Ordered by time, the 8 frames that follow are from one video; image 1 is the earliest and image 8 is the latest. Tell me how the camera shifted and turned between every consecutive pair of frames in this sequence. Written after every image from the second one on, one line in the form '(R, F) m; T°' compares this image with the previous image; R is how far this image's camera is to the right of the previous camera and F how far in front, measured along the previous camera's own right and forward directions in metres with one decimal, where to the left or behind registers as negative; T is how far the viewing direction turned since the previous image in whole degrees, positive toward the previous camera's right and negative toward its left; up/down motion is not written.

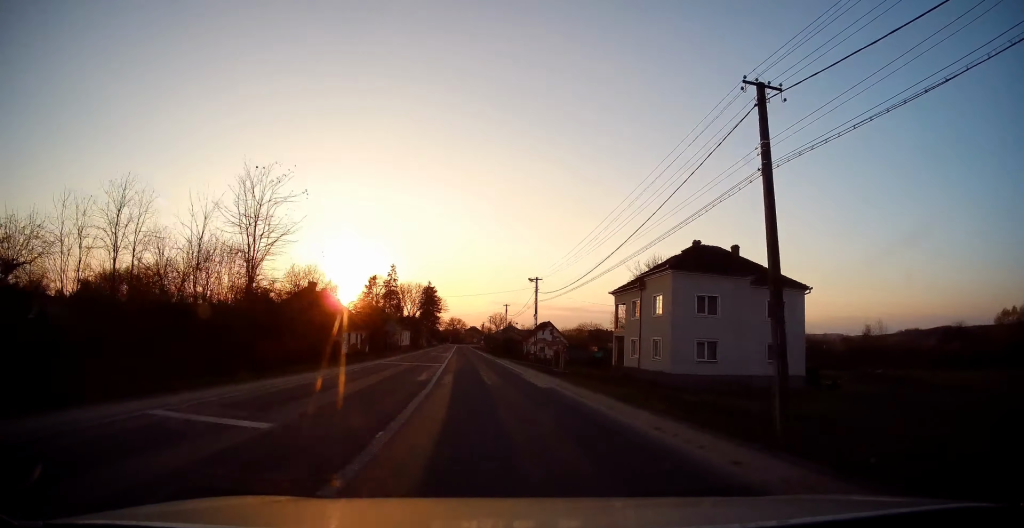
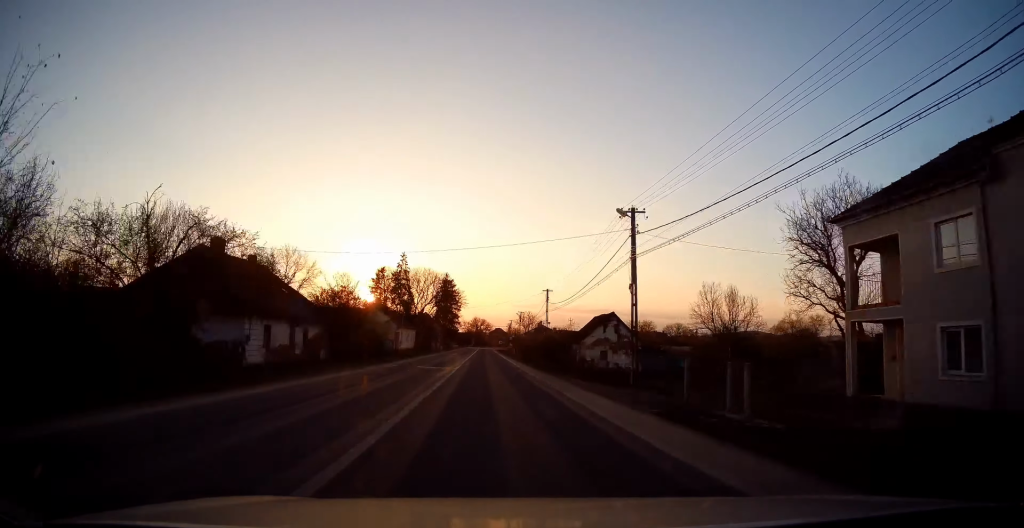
(-1.0, +27.2) m; -4°
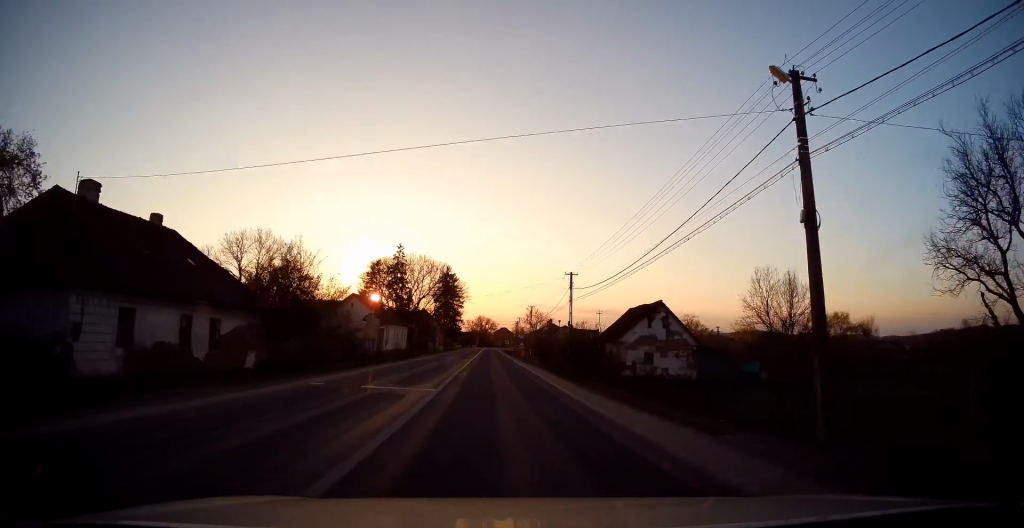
(-0.3, +13.5) m; -1°
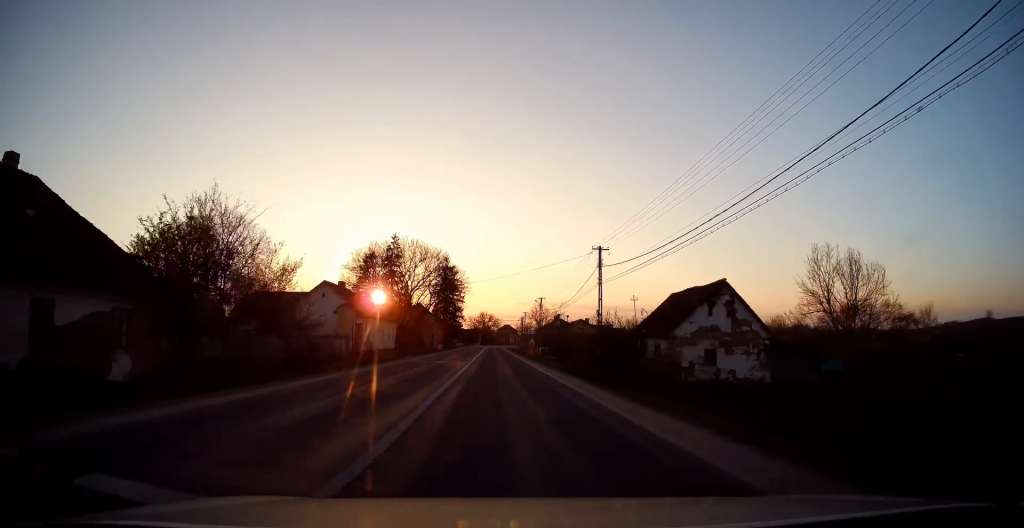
(-0.1, +11.0) m; -1°
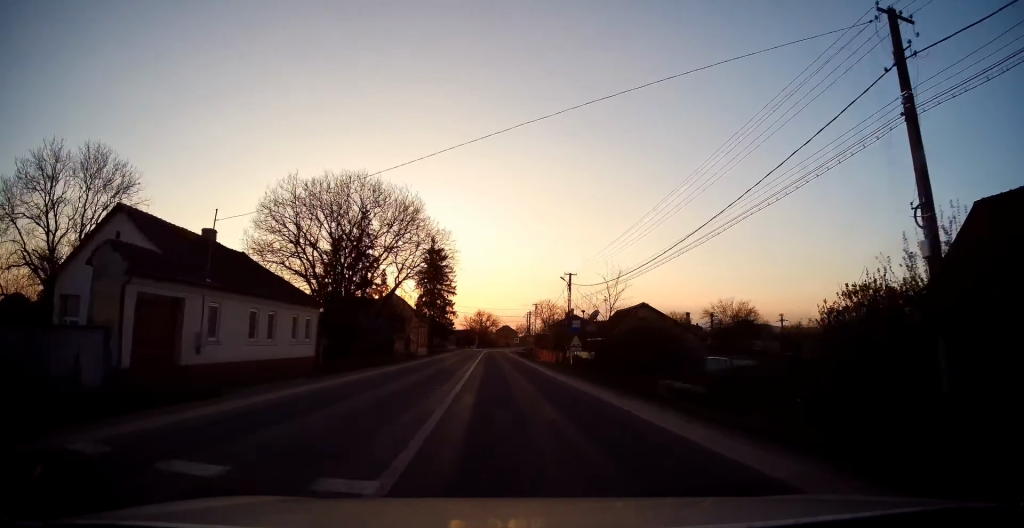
(-0.4, +27.6) m; 0°
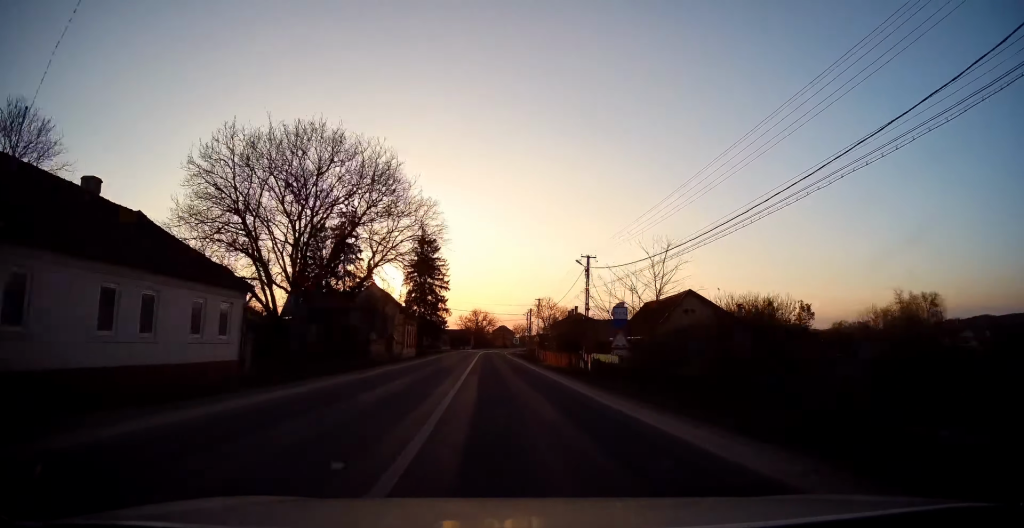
(+0.1, +10.0) m; 0°
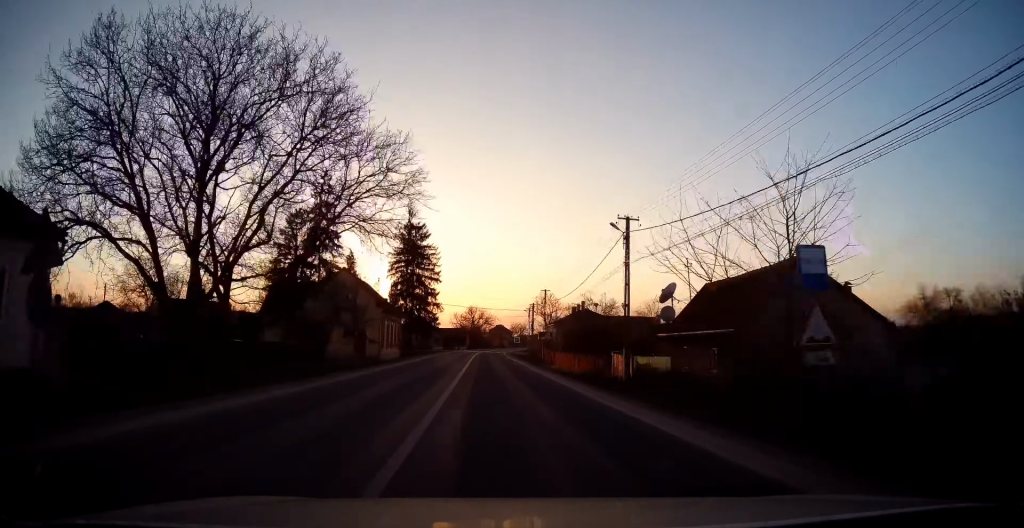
(+0.1, +11.6) m; 0°
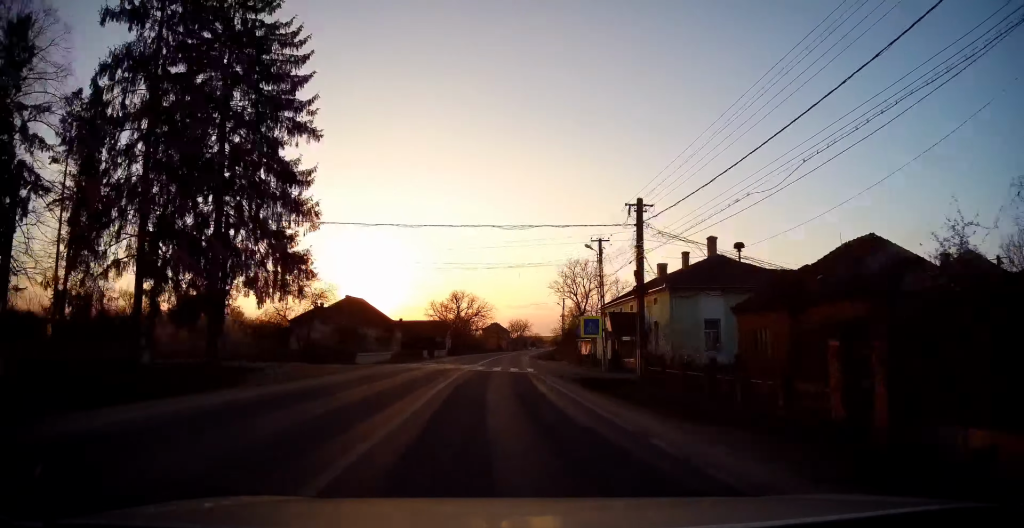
(+0.7, +60.4) m; +2°
